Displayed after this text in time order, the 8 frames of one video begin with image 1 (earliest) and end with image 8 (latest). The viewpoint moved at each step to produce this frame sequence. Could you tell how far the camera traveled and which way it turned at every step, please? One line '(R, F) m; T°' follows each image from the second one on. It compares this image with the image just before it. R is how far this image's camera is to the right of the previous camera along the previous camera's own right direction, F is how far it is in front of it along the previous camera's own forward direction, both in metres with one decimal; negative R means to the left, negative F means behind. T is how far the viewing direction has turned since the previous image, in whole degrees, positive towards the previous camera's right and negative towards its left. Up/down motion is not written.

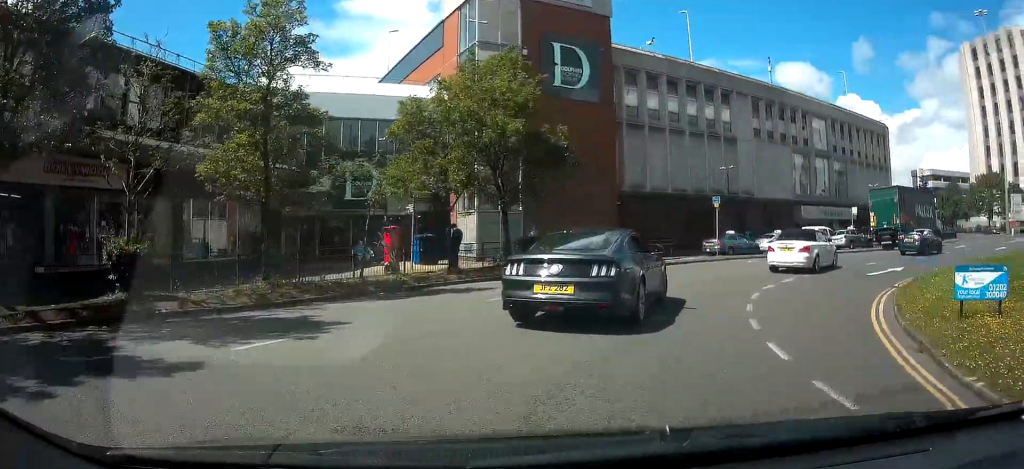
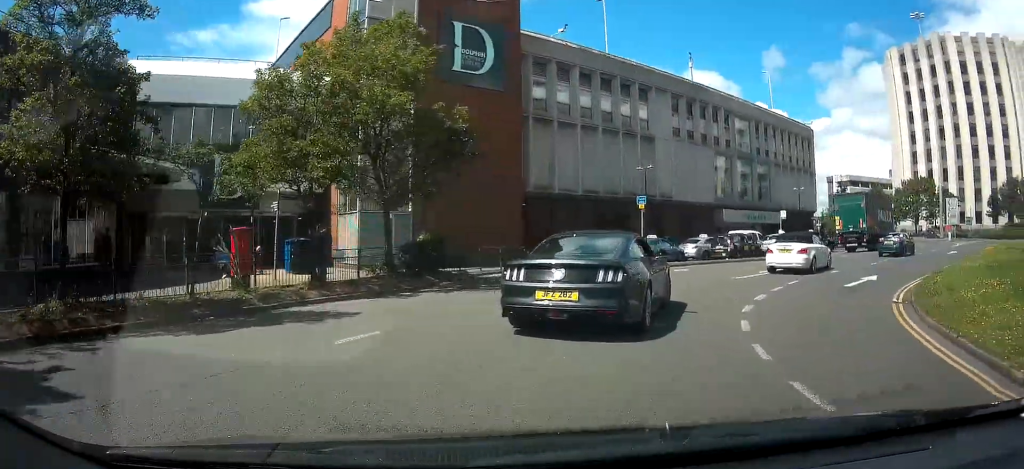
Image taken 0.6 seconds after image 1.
(-0.2, +4.4) m; -2°
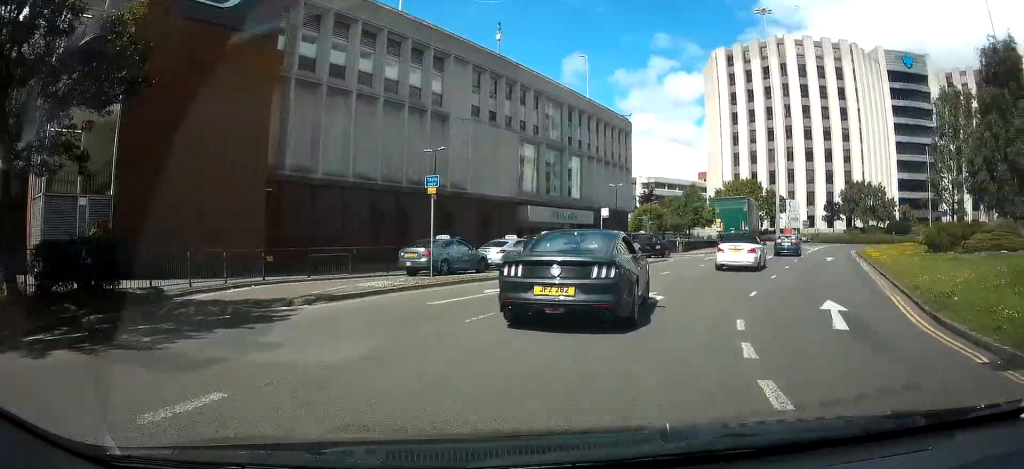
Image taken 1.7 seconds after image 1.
(-0.1, +8.8) m; +6°
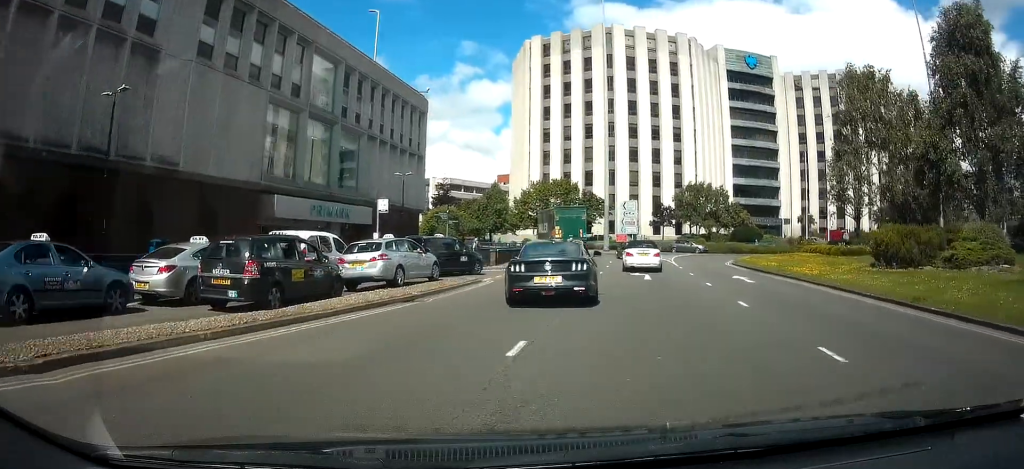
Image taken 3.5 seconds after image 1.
(+0.5, +12.5) m; +2°
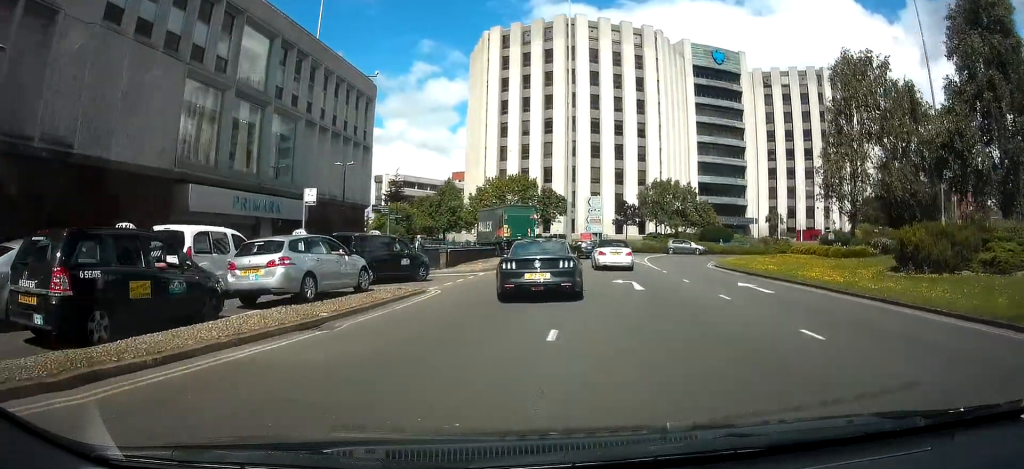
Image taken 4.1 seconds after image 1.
(-0.1, +3.8) m; +3°
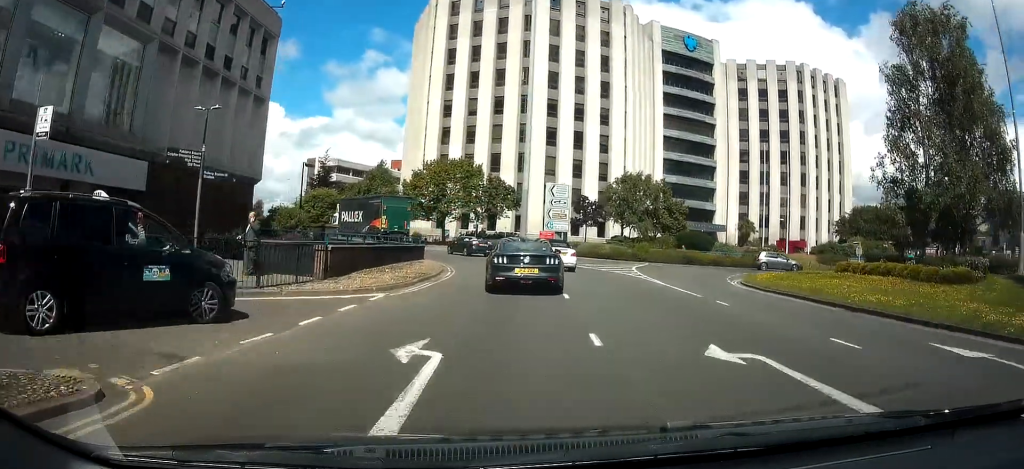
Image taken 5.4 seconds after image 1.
(+2.1, +10.1) m; +20°
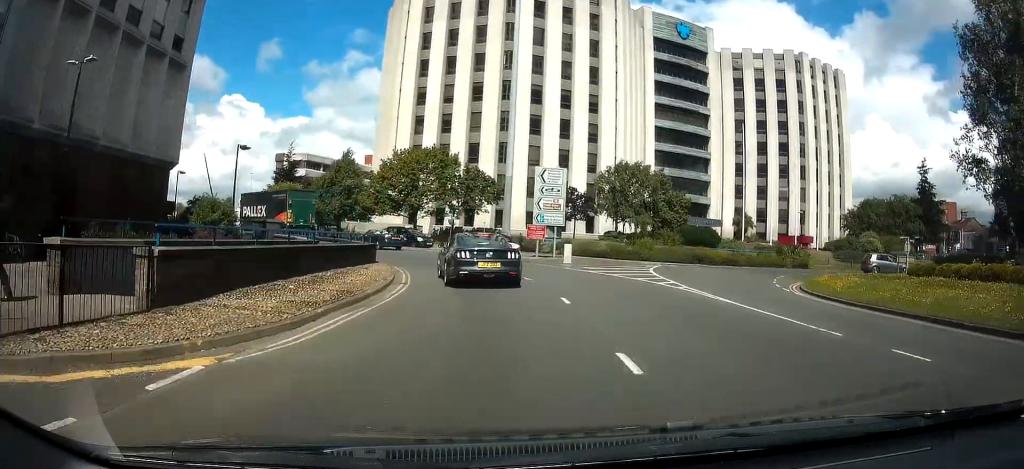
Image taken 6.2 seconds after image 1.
(+0.6, +7.1) m; +6°
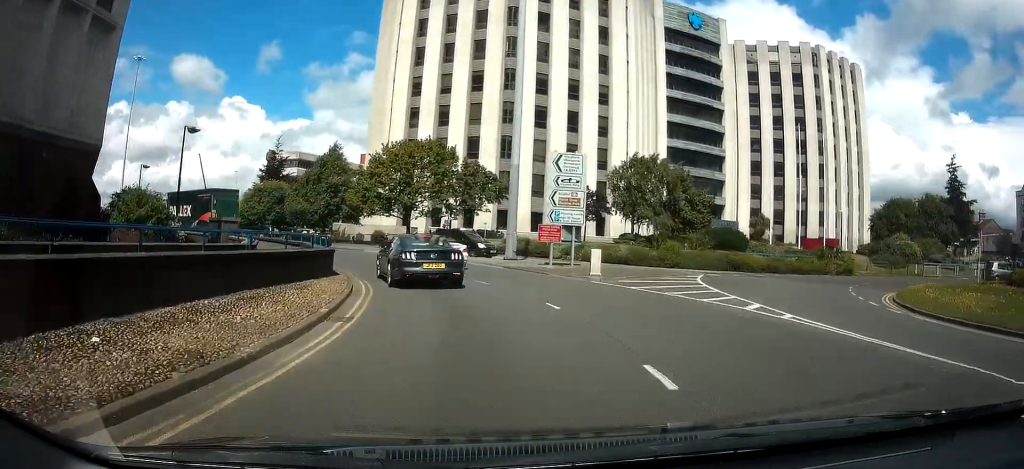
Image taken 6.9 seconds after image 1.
(+0.2, +6.3) m; +1°
